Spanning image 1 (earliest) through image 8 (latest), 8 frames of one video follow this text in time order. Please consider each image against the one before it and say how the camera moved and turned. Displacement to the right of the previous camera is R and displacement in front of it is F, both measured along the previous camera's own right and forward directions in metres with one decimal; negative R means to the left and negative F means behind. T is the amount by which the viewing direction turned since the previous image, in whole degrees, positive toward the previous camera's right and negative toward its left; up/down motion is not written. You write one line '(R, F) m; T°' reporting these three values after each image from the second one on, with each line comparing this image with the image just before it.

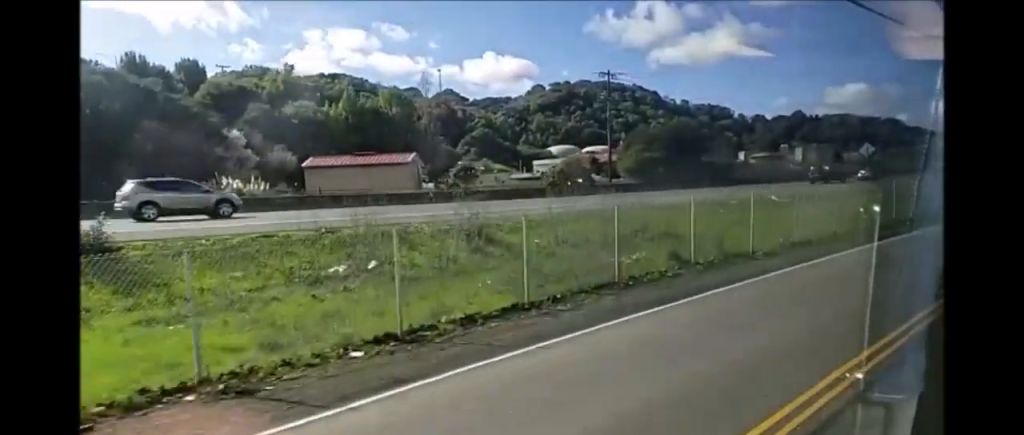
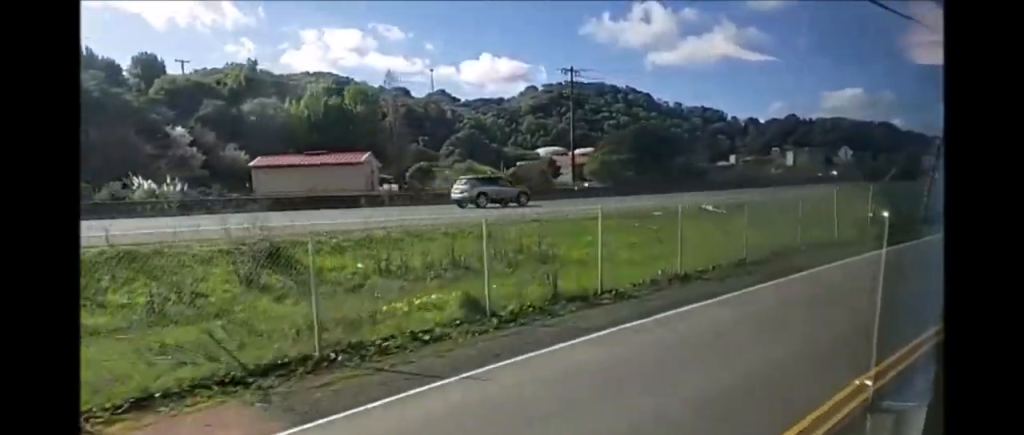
(+0.2, +7.2) m; +3°
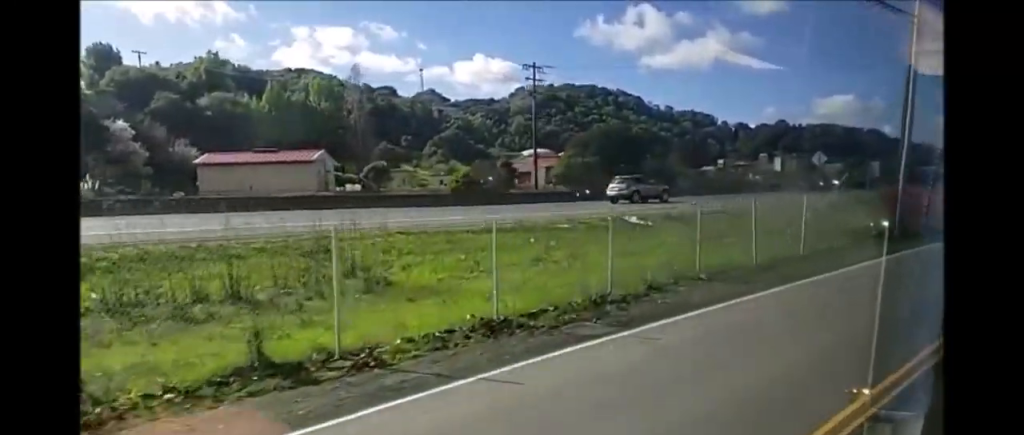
(+0.2, +5.6) m; 0°
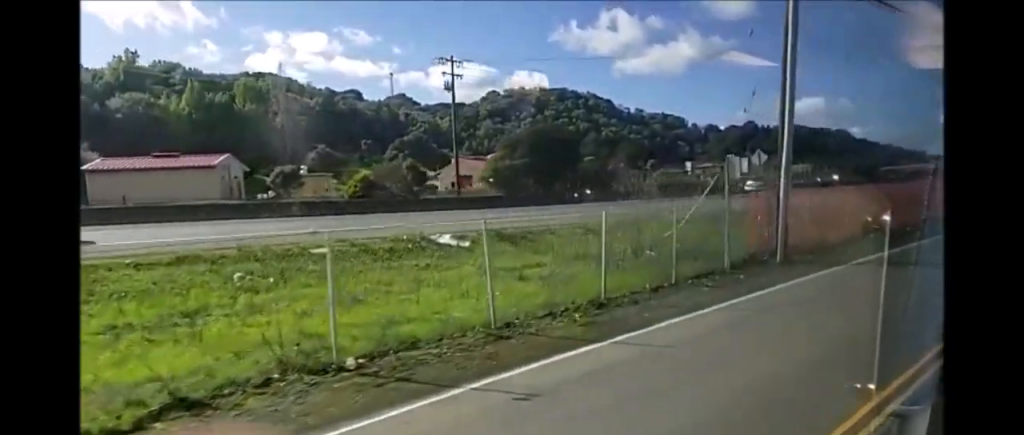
(-0.2, +8.7) m; -1°
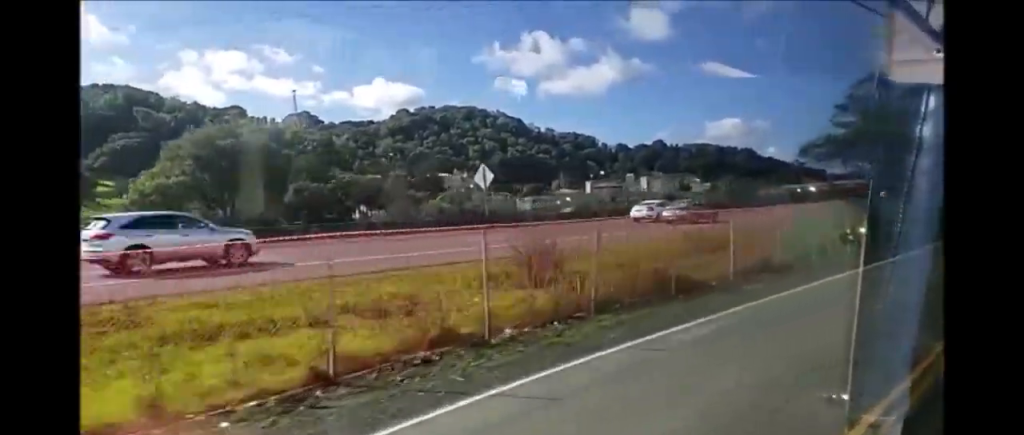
(+2.1, +28.5) m; +7°
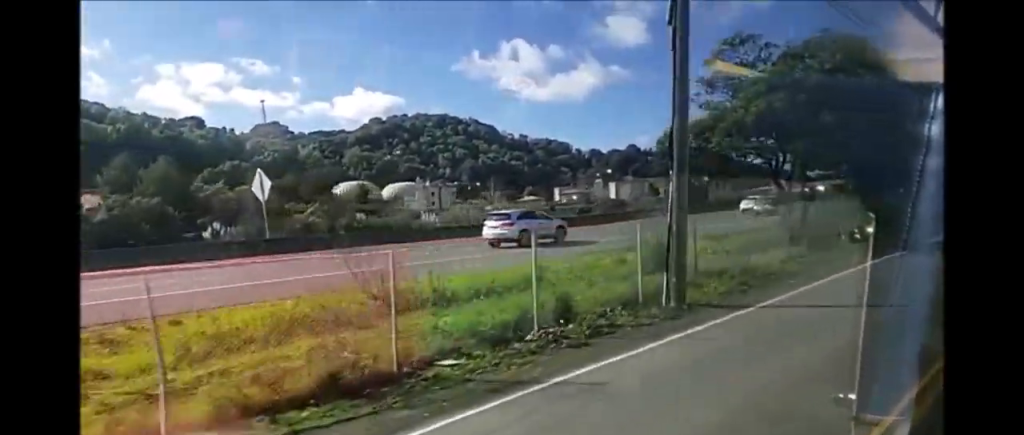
(-0.2, +14.2) m; +1°
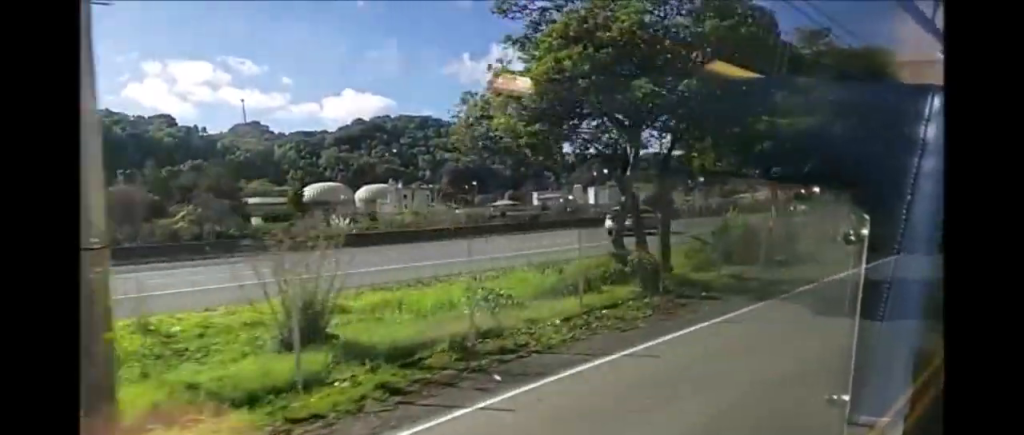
(+0.2, +10.3) m; +2°
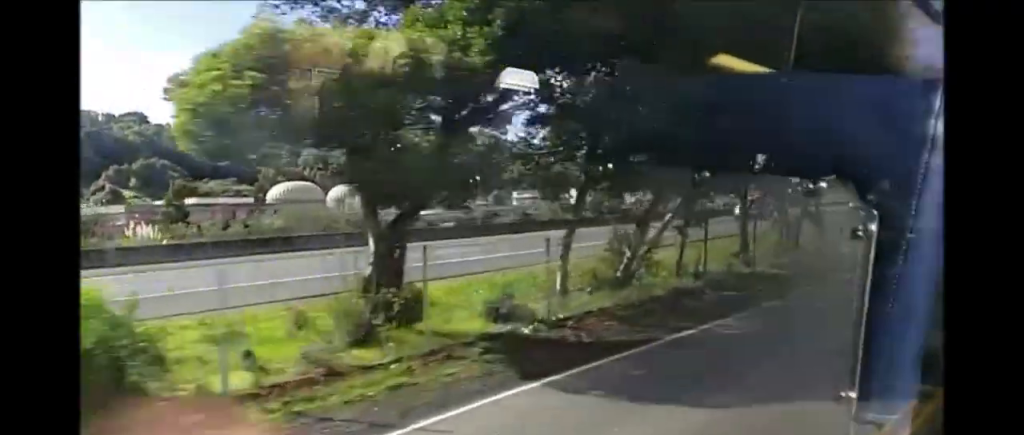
(+0.5, +19.1) m; +2°
